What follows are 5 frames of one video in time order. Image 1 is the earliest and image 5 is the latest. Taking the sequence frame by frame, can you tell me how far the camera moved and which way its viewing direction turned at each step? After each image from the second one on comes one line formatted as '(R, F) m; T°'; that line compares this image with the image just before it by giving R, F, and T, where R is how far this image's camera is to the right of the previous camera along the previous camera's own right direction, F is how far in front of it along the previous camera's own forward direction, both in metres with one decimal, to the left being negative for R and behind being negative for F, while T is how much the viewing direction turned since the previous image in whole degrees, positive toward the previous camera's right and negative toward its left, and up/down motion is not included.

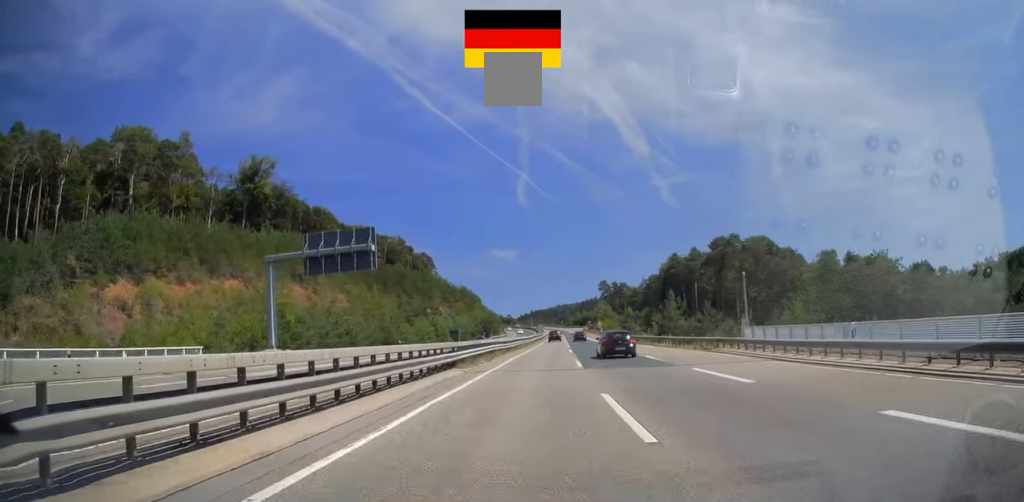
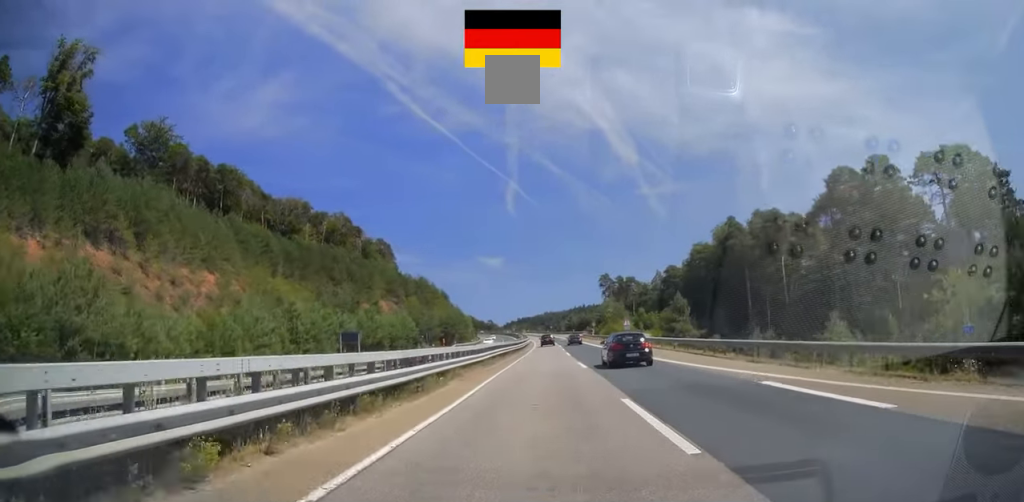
(+1.3, +55.5) m; +2°
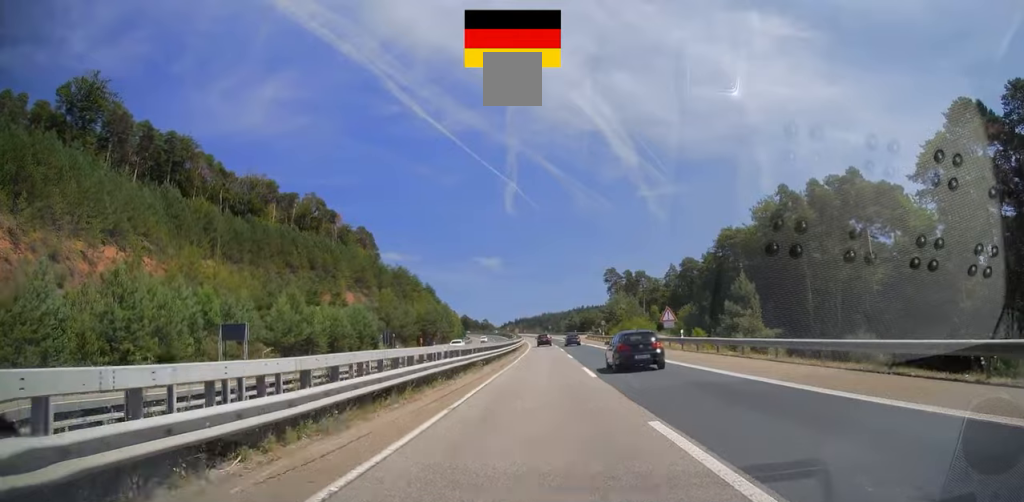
(0.0, +22.9) m; 0°
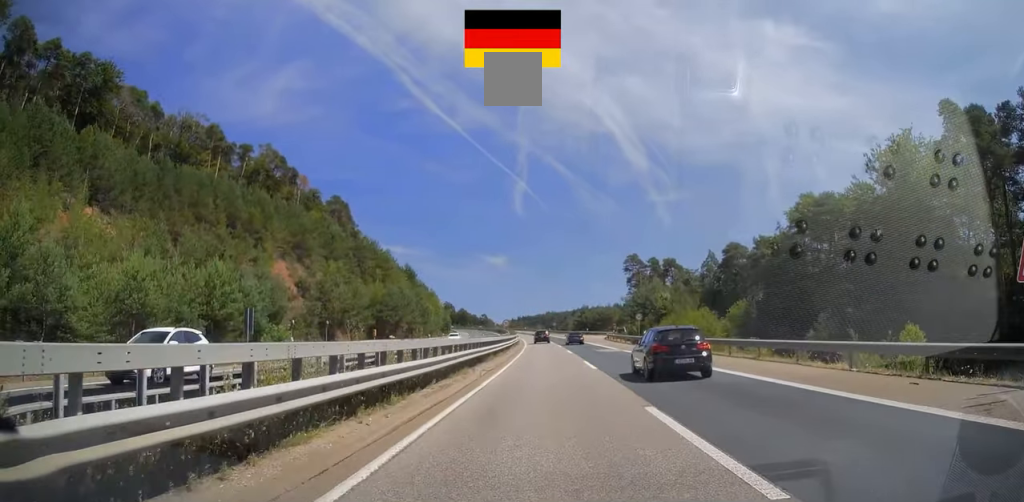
(+0.2, +33.6) m; +1°
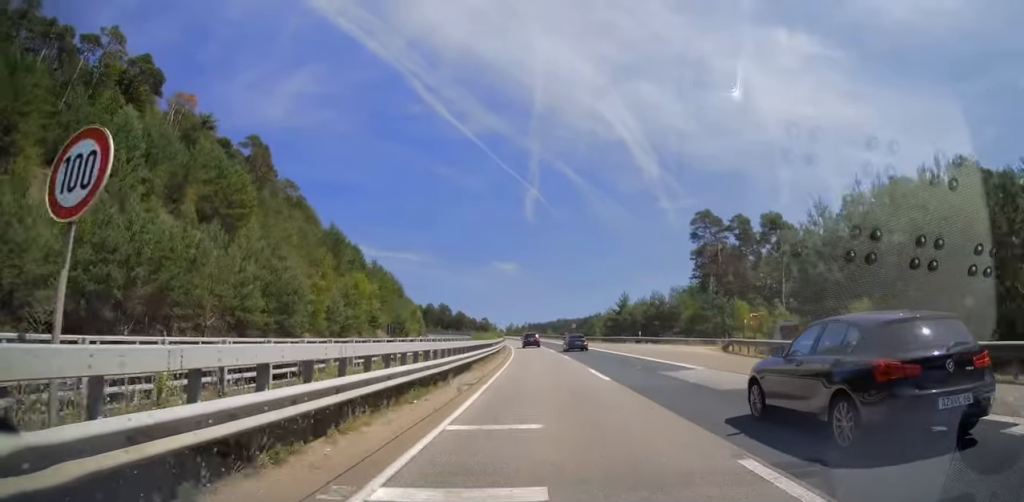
(-0.3, +59.1) m; -1°
